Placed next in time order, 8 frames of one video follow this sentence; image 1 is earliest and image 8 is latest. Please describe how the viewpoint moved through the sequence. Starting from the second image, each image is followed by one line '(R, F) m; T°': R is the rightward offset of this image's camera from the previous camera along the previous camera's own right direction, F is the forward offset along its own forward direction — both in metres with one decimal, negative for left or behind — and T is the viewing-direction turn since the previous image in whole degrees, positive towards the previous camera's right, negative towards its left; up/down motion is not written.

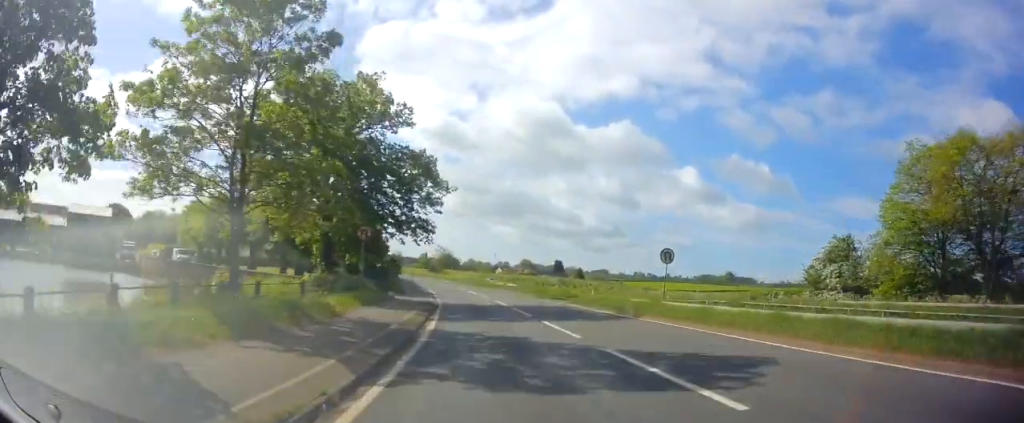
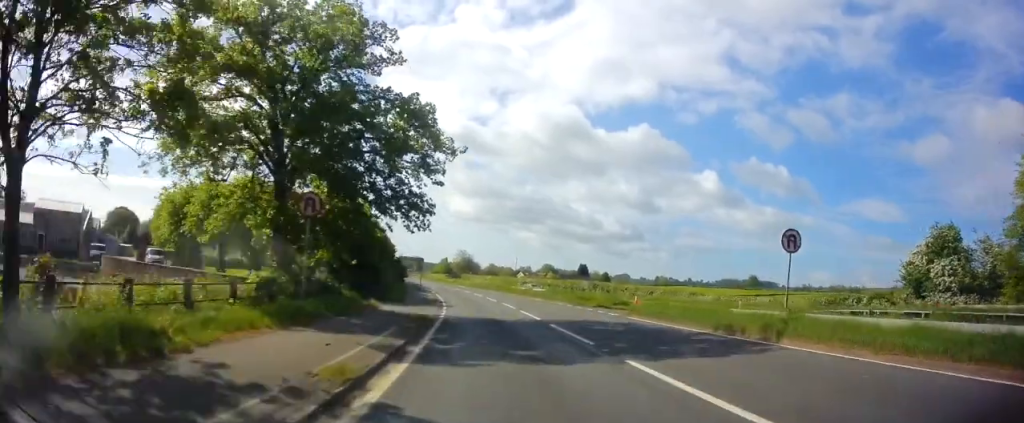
(-0.2, +10.2) m; -2°
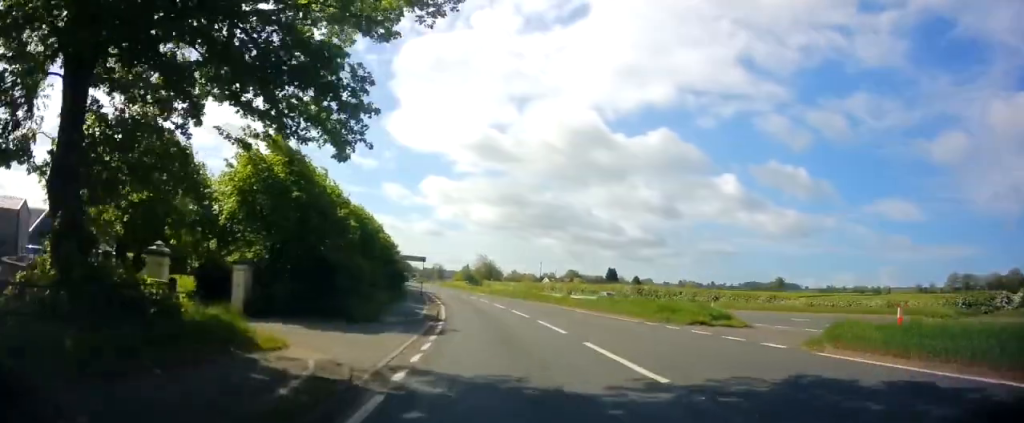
(-0.5, +13.9) m; -3°
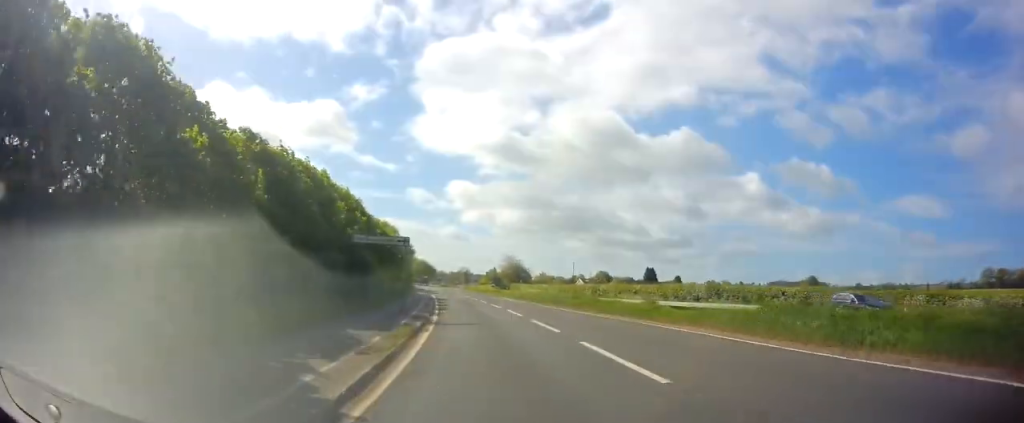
(-0.5, +17.5) m; -3°
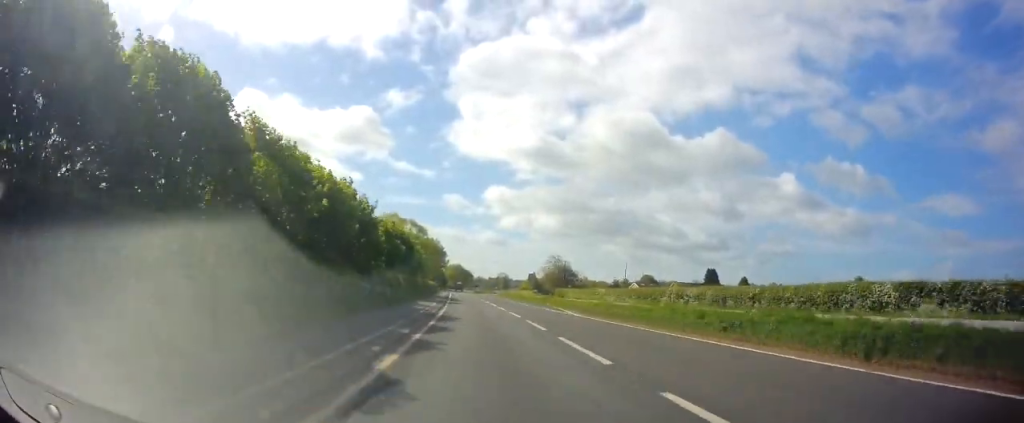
(-0.7, +23.9) m; -3°
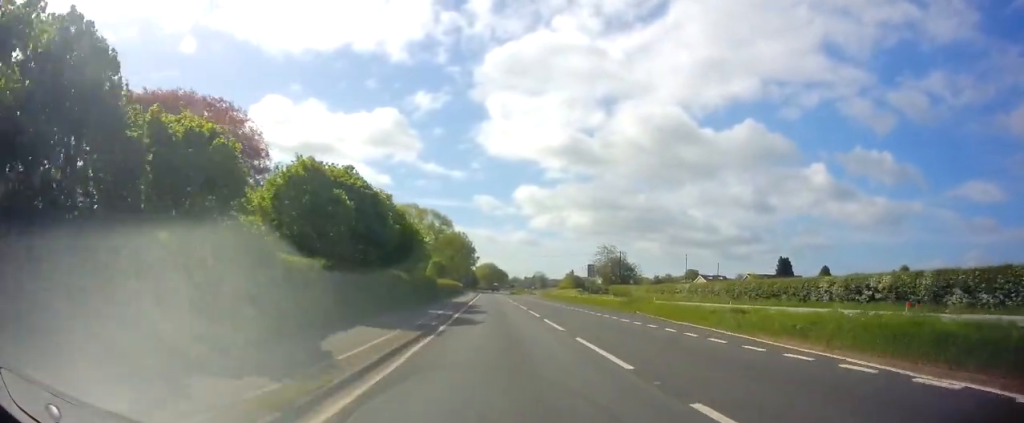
(-0.8, +27.5) m; -4°
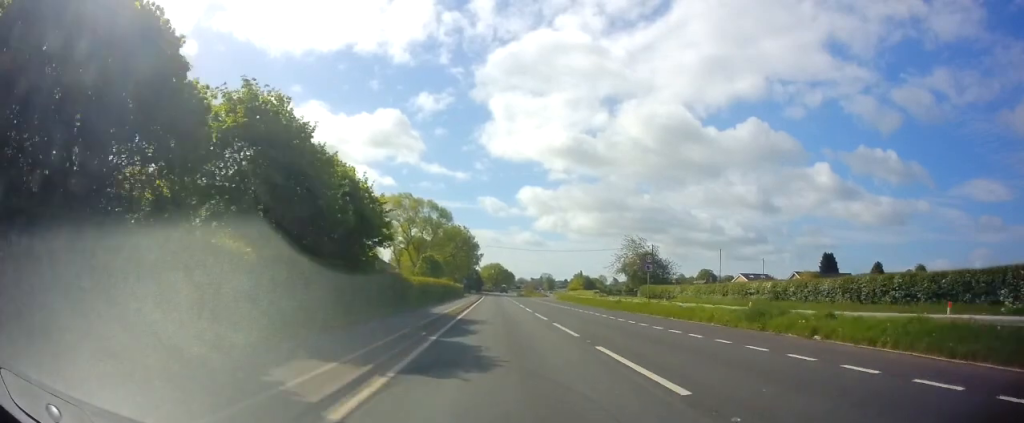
(-0.5, +20.1) m; -1°
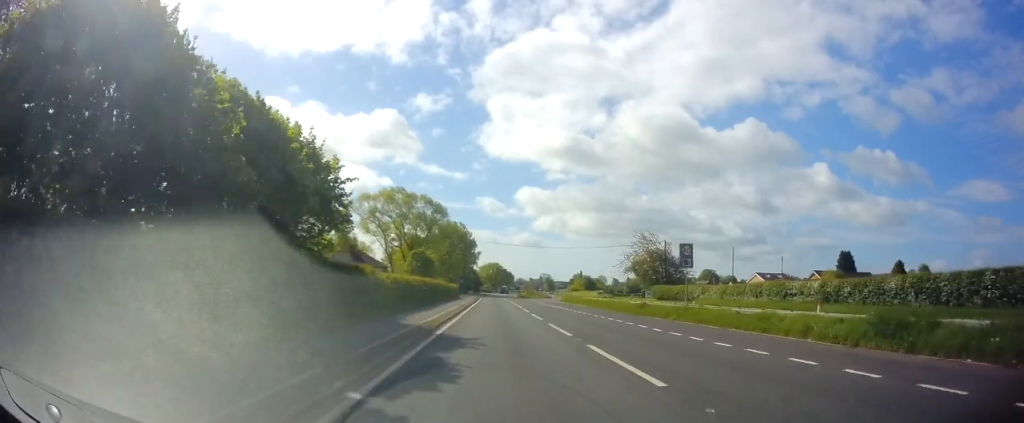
(+0.1, +8.1) m; 0°
